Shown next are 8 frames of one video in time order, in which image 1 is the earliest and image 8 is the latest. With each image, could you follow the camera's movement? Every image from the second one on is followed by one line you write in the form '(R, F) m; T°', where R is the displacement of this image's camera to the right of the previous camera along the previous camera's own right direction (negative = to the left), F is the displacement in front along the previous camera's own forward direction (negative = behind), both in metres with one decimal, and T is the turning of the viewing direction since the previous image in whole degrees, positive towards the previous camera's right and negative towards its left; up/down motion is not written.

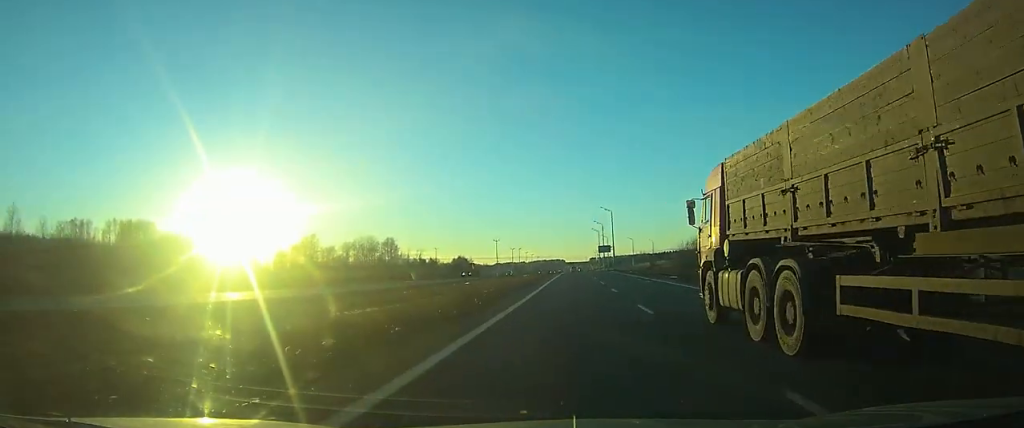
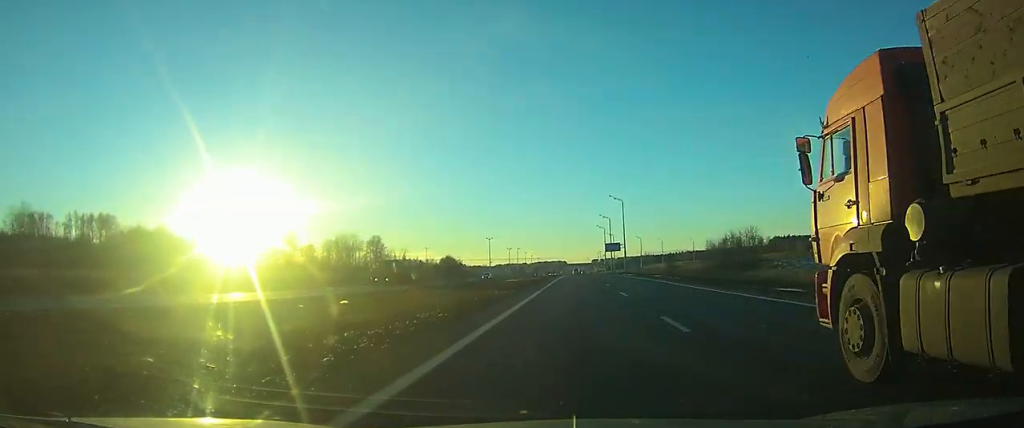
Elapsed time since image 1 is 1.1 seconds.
(0.0, +28.8) m; 0°
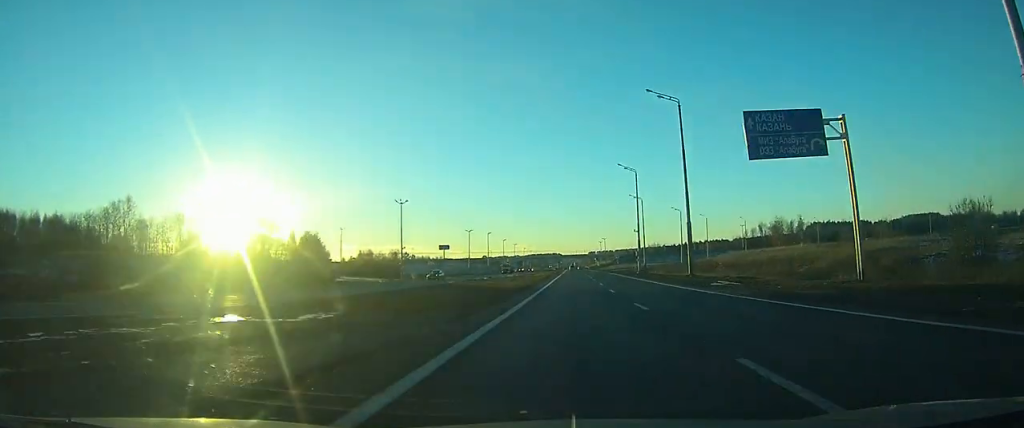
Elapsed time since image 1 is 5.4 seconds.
(+0.3, +115.2) m; 0°
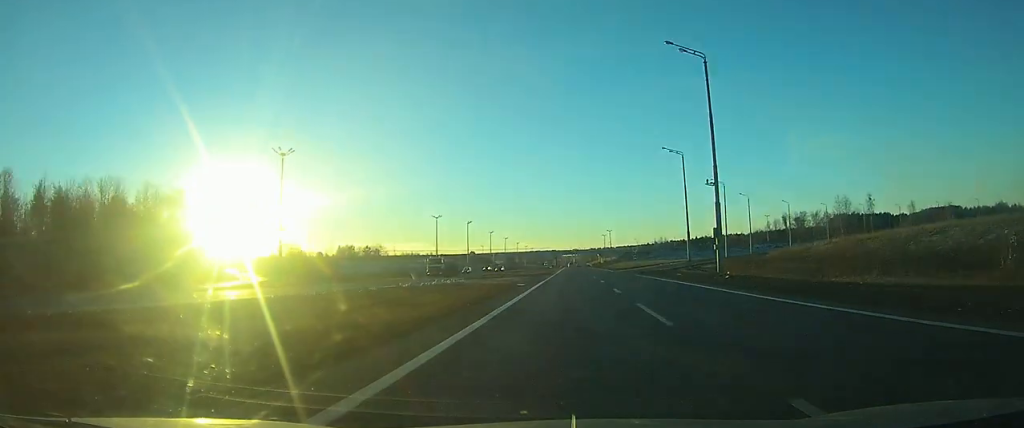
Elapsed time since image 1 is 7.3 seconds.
(0.0, +48.7) m; 0°
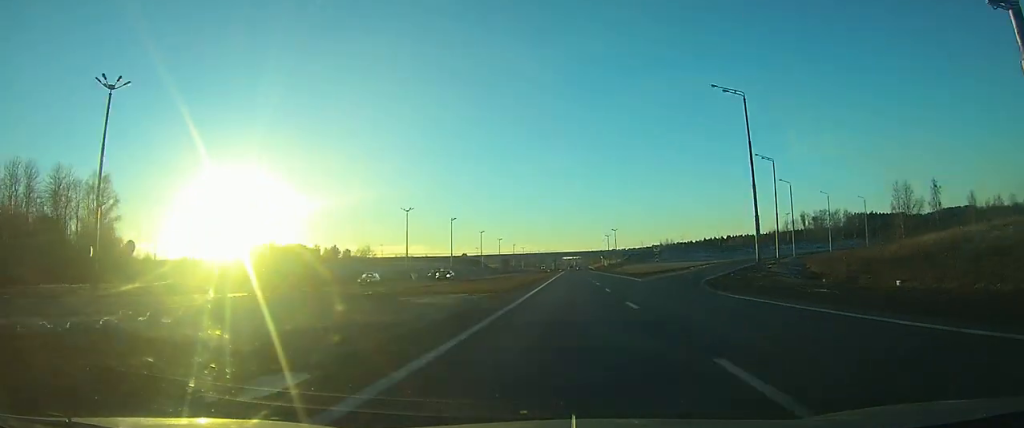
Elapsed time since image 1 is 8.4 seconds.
(0.0, +29.7) m; 0°
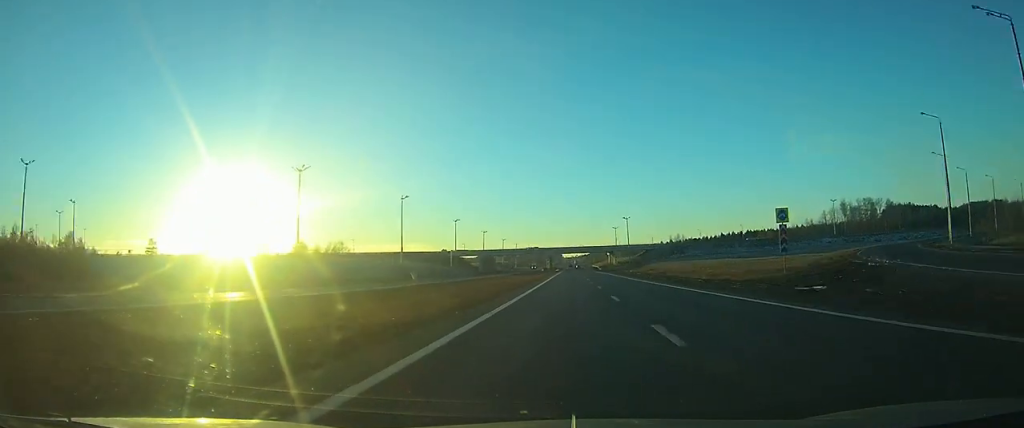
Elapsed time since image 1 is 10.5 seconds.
(+0.1, +58.2) m; 0°
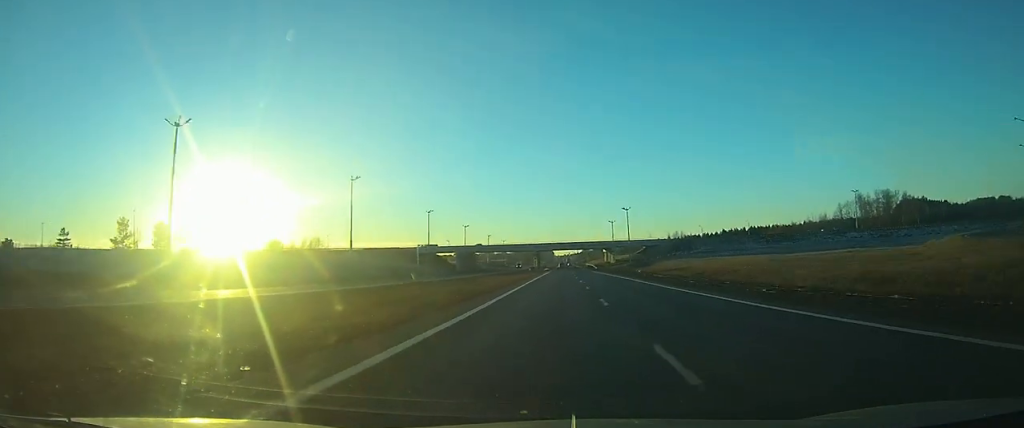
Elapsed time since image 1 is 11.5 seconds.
(+0.1, +28.1) m; 0°
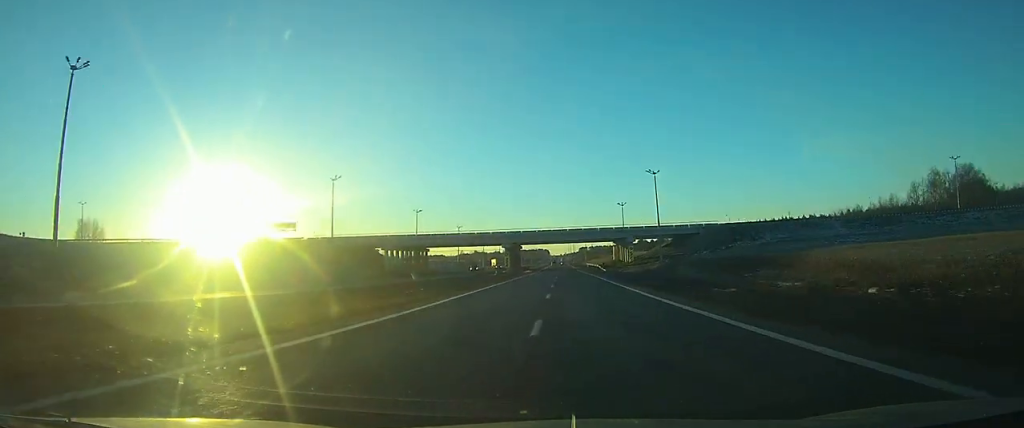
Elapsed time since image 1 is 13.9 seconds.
(+0.3, +67.7) m; 0°
